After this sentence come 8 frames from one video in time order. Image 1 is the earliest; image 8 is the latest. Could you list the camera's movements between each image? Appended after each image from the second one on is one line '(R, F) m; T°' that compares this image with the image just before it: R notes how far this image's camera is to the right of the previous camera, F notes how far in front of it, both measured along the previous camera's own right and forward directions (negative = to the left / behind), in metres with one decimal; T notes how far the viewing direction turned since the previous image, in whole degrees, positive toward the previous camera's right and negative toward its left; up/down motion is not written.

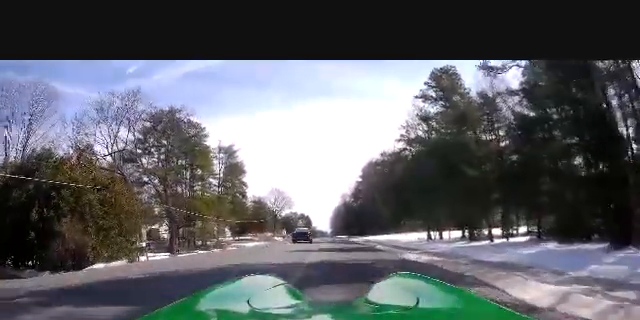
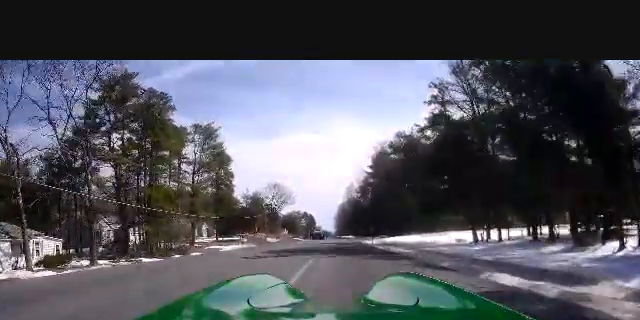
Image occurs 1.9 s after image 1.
(+0.4, +15.5) m; +3°
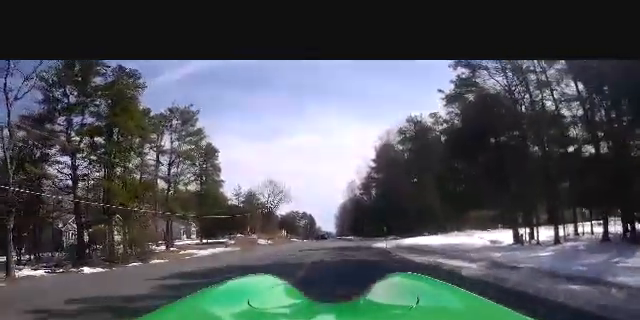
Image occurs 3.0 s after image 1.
(0.0, +5.6) m; 0°
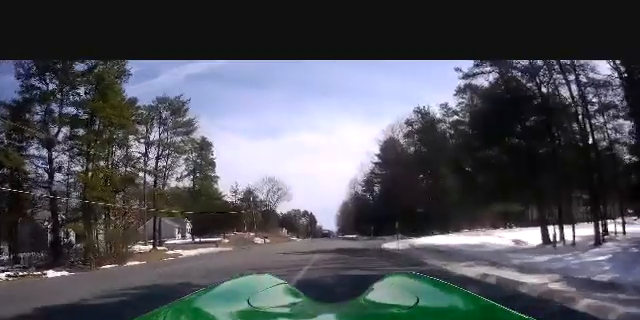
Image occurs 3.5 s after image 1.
(0.0, +3.5) m; -1°
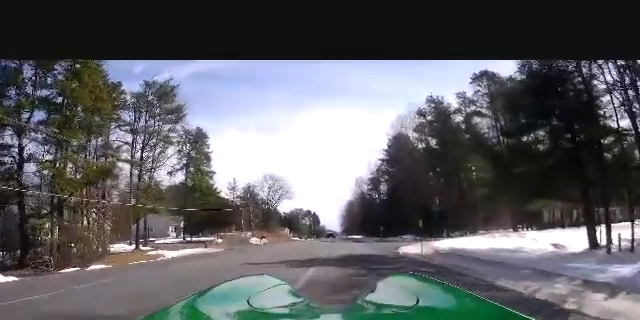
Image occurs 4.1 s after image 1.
(0.0, +4.4) m; -1°
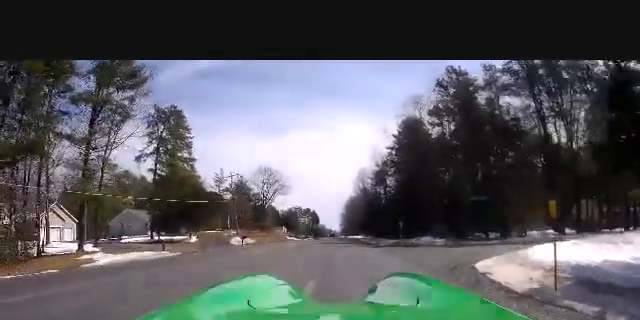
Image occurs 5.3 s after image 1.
(-0.2, +11.2) m; -1°
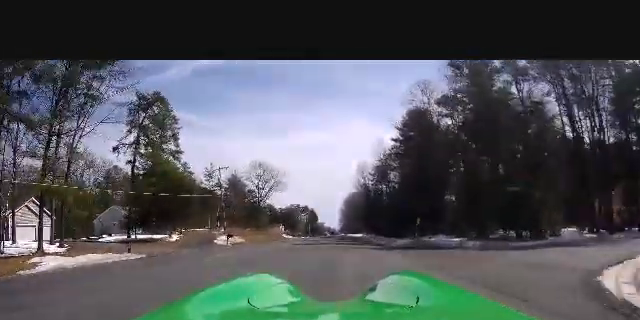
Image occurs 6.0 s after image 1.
(0.0, +5.8) m; 0°
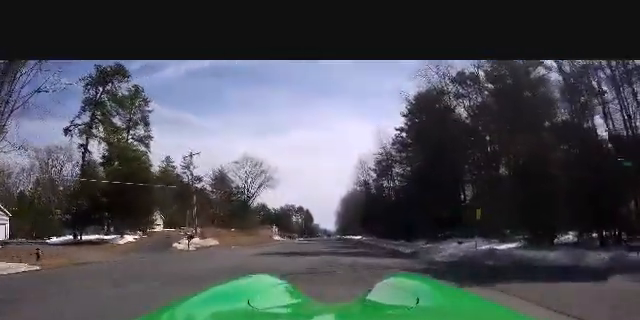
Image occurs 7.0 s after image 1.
(0.0, +9.9) m; 0°
